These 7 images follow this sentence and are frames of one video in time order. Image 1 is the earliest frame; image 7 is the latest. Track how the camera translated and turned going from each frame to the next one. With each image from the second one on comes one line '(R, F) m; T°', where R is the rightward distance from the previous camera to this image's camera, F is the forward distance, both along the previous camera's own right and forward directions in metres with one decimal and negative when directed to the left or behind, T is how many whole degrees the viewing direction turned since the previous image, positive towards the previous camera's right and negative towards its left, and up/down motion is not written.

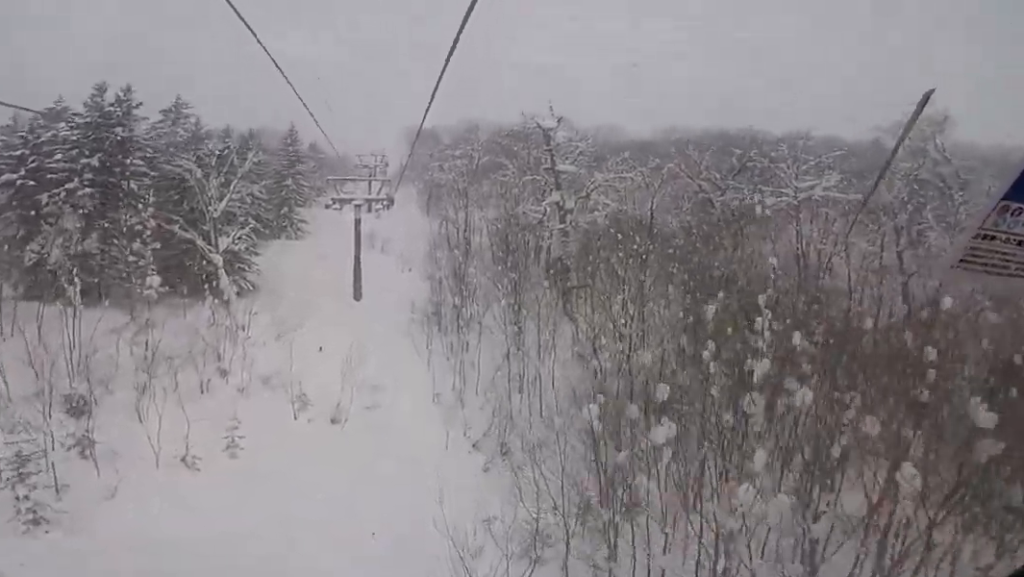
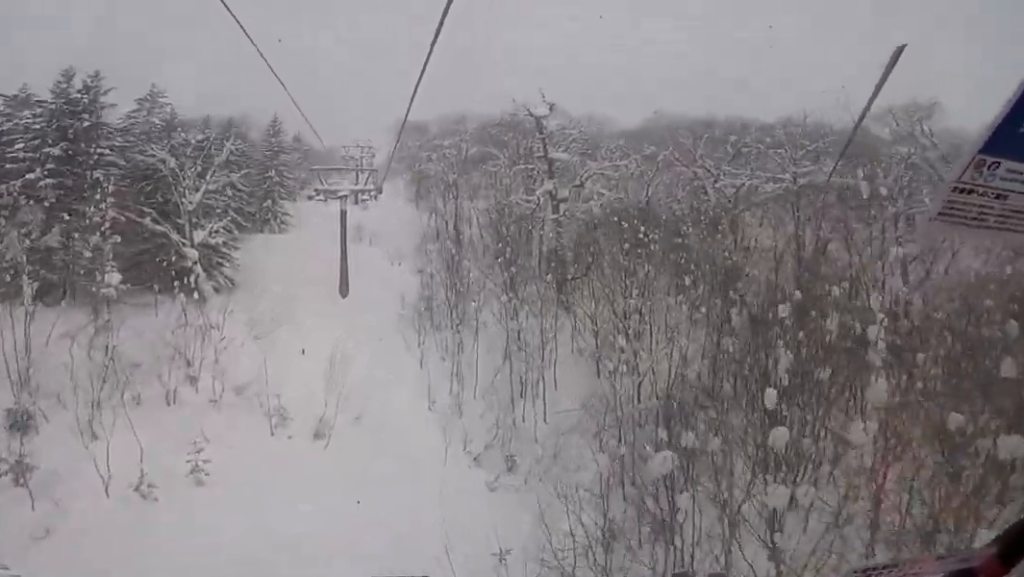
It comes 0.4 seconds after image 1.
(+0.4, +2.1) m; -5°
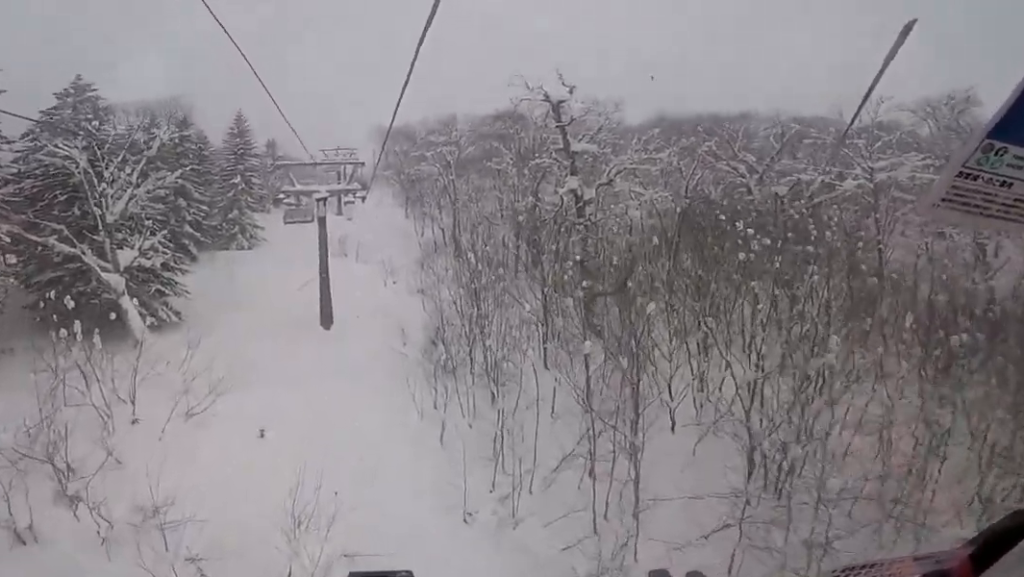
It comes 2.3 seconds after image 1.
(-1.5, +8.8) m; +5°
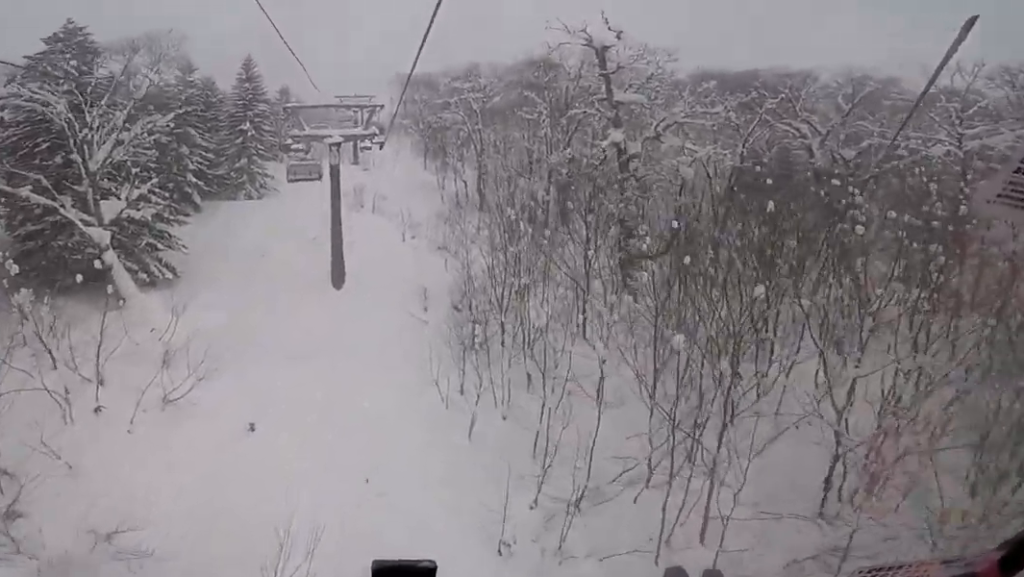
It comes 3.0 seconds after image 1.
(+0.5, +3.4) m; +5°
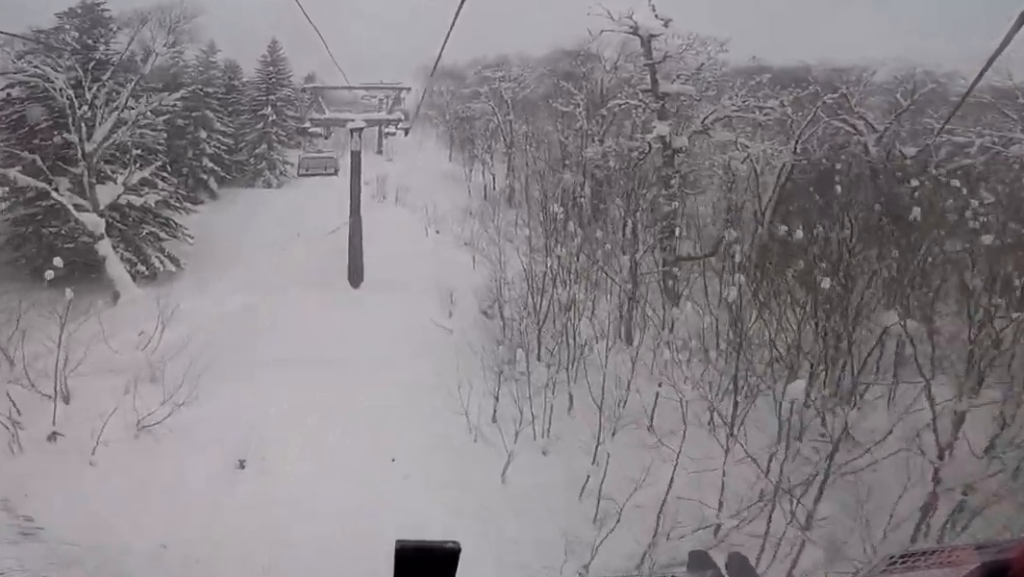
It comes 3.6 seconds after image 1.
(+0.3, +2.5) m; +2°
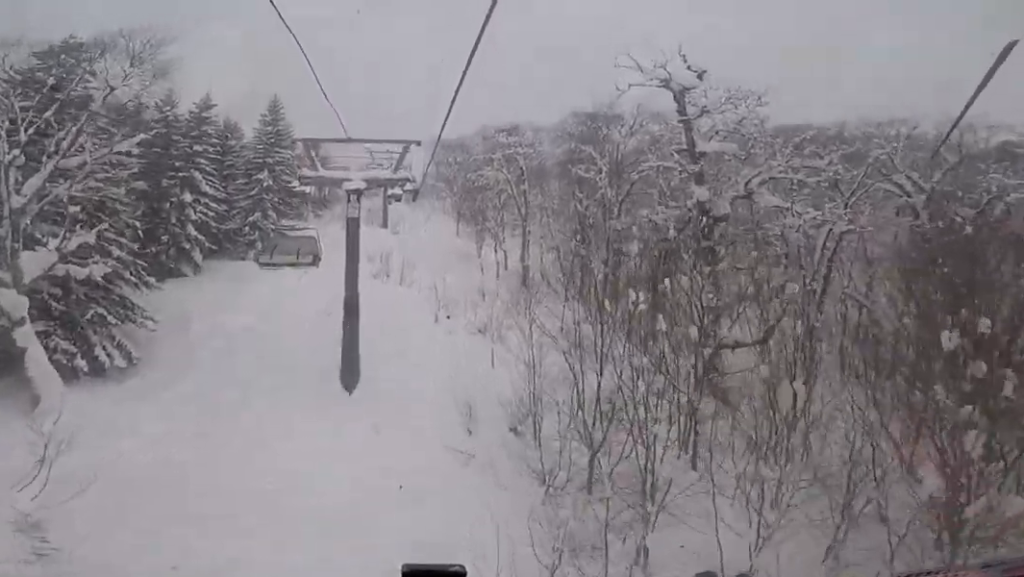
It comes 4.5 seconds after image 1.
(-0.6, +4.4) m; 0°
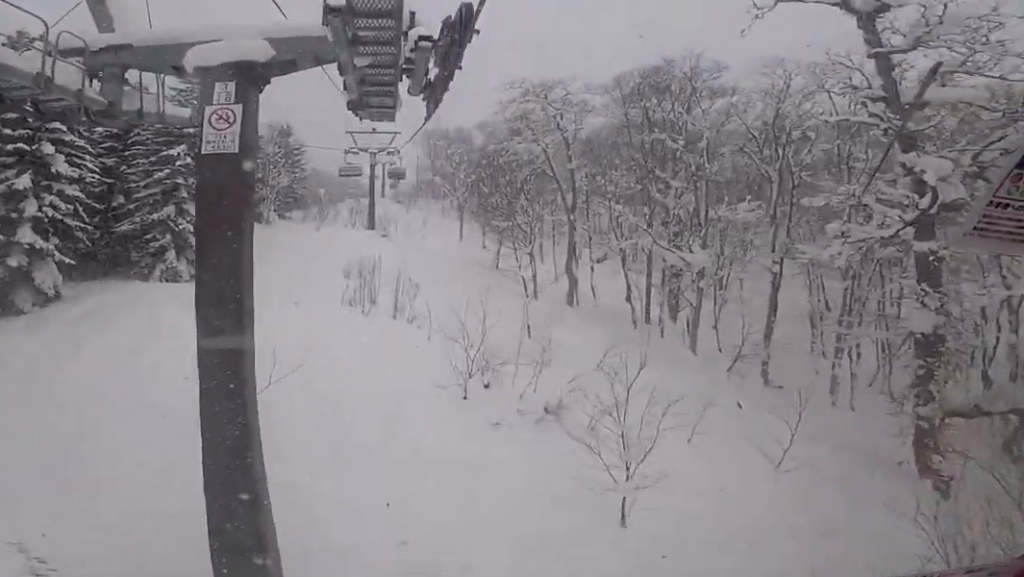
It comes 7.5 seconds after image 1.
(+0.6, +13.9) m; -1°
